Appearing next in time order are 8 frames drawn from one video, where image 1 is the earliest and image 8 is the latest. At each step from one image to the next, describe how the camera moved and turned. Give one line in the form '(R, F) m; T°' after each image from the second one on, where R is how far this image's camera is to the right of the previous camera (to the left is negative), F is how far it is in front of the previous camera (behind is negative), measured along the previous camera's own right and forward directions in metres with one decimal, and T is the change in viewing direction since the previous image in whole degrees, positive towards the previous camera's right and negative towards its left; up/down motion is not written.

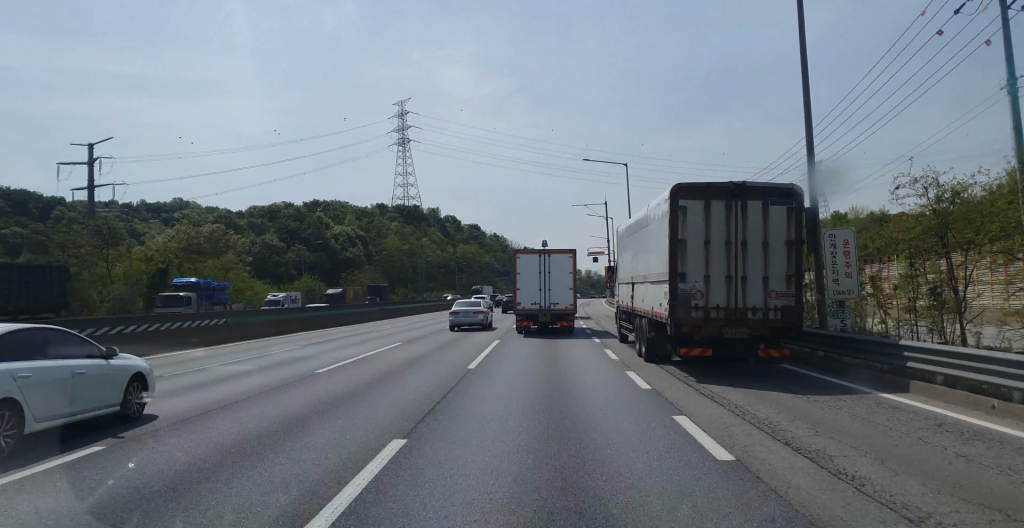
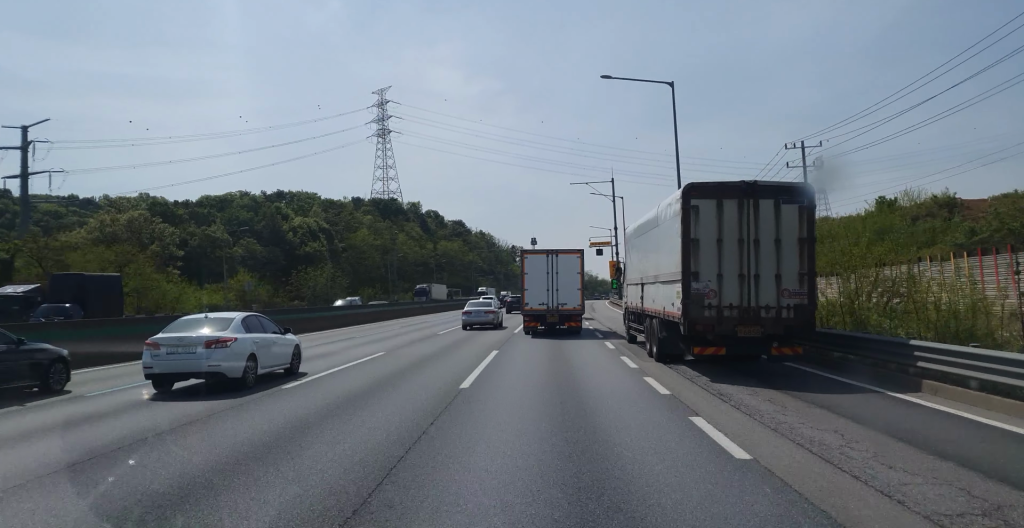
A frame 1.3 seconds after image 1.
(+0.4, +24.5) m; +1°
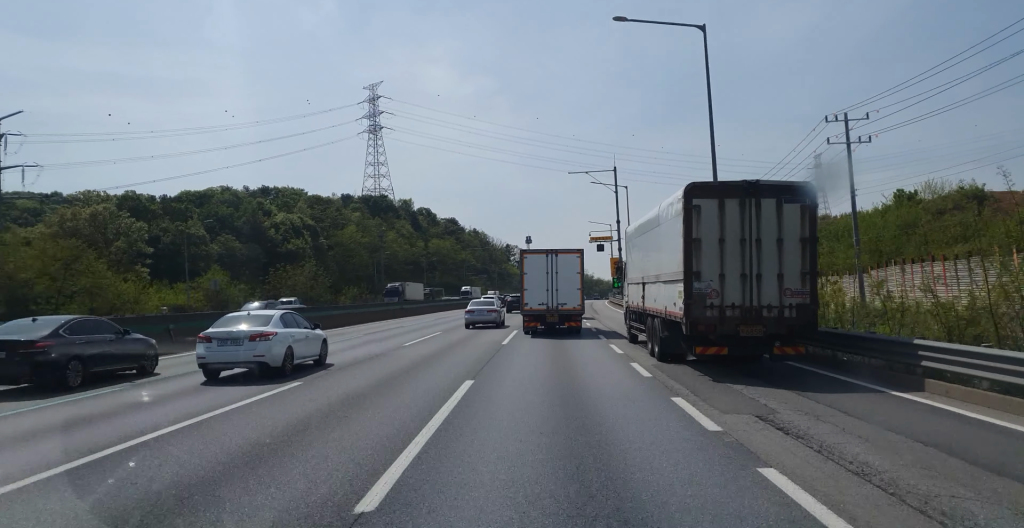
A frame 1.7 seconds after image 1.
(-0.1, +8.2) m; 0°
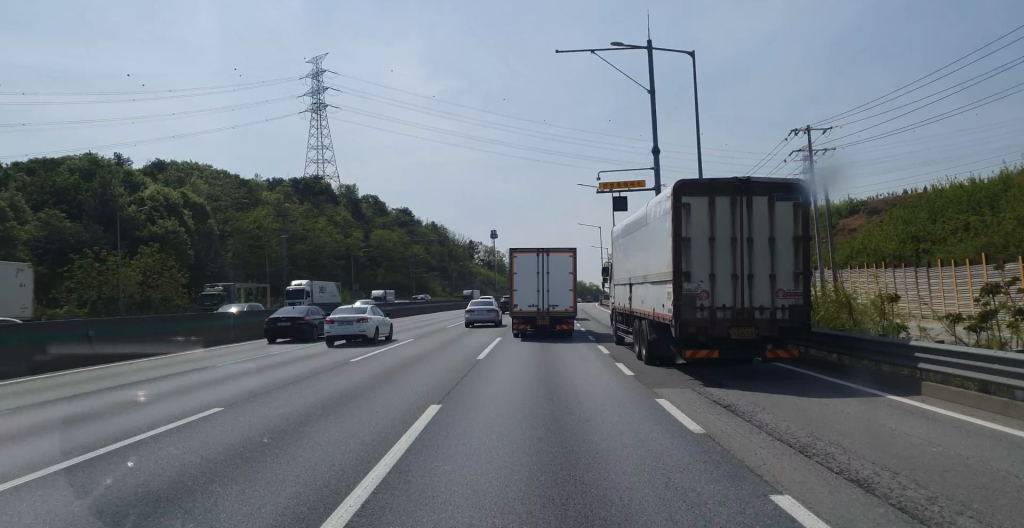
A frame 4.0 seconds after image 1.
(+1.1, +43.0) m; +2°
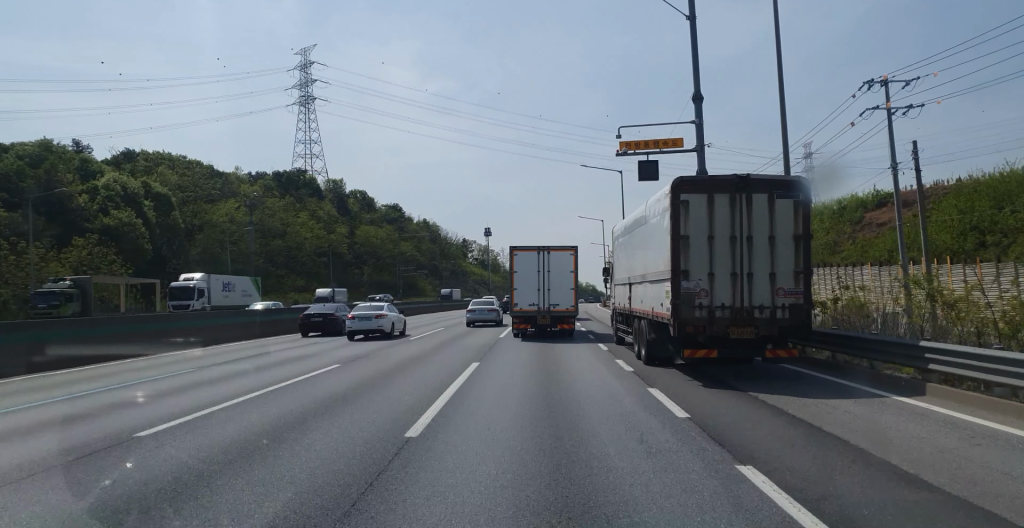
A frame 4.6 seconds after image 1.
(-0.1, +11.4) m; 0°
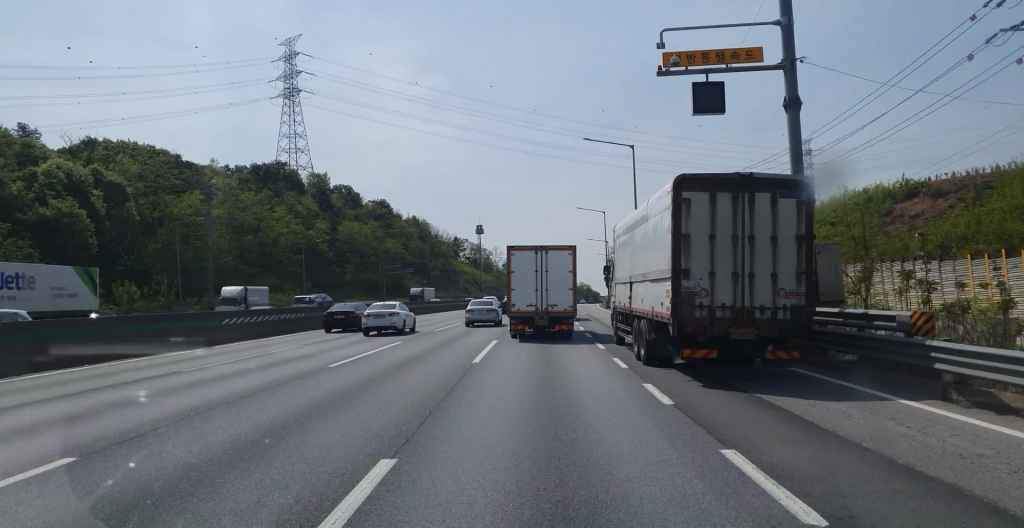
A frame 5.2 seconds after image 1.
(0.0, +11.4) m; 0°
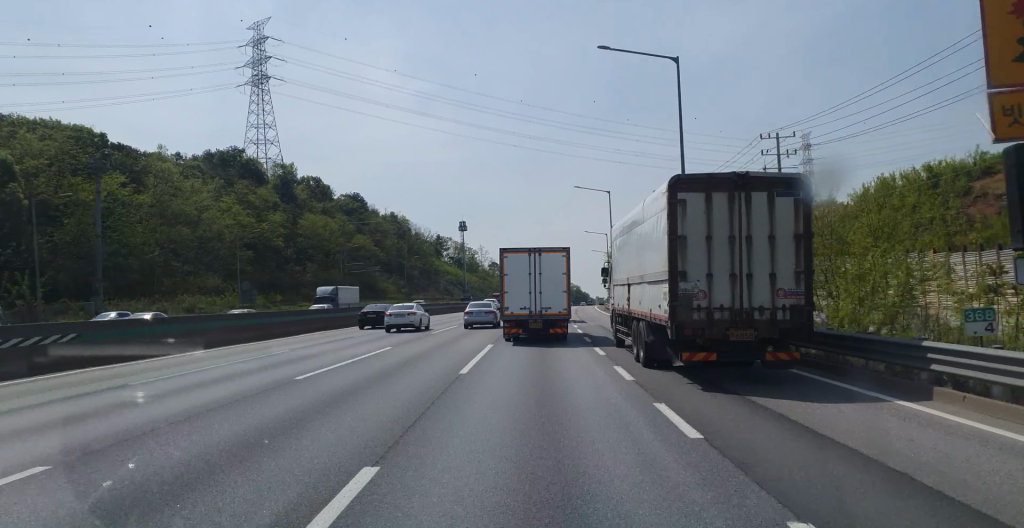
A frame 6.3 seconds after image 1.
(+0.1, +20.1) m; +1°
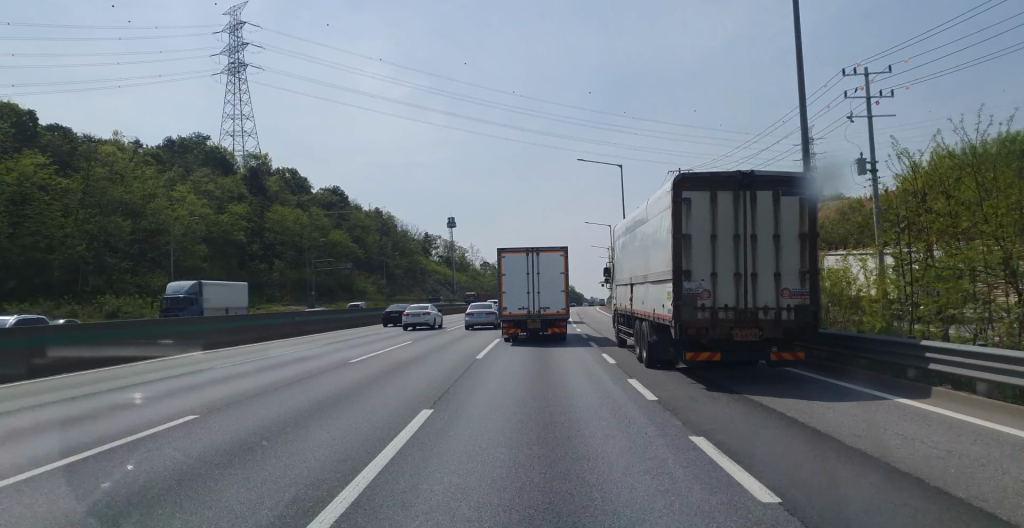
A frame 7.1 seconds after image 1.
(+0.3, +16.3) m; 0°
